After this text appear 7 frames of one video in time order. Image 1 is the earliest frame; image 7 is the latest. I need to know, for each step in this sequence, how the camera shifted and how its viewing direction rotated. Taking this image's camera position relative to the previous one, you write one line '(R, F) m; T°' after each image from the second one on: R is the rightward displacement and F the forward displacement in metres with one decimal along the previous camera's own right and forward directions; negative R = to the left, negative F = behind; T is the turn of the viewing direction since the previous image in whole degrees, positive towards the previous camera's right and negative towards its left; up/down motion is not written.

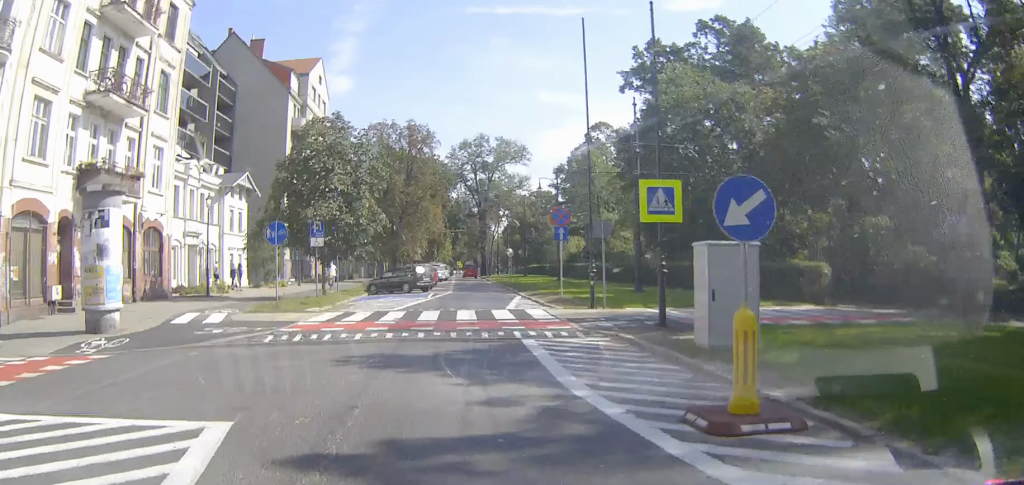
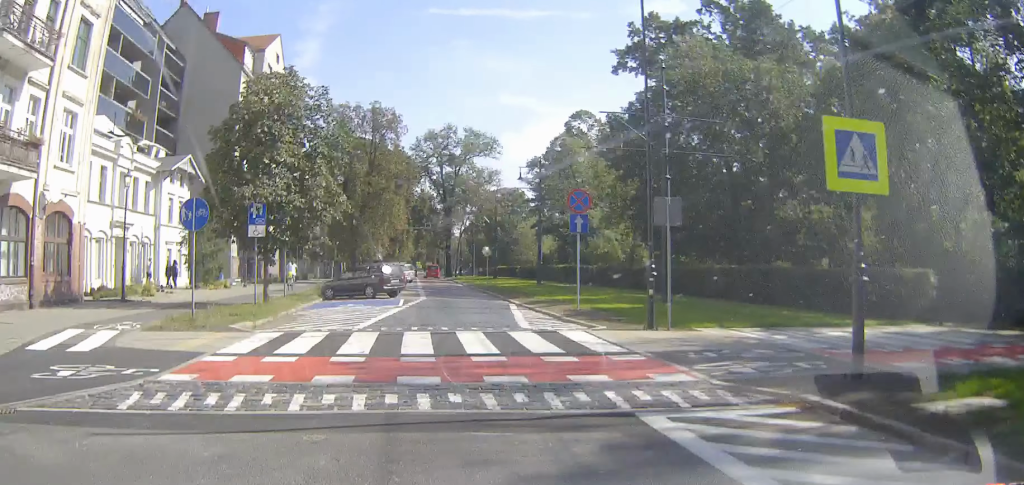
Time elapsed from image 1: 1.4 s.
(+0.1, +7.8) m; +1°
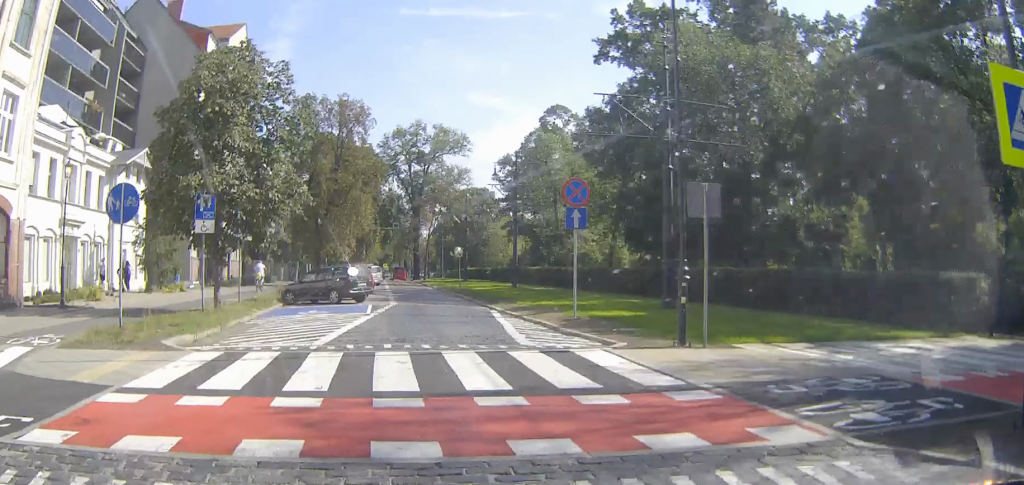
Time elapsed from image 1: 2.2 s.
(0.0, +4.2) m; 0°
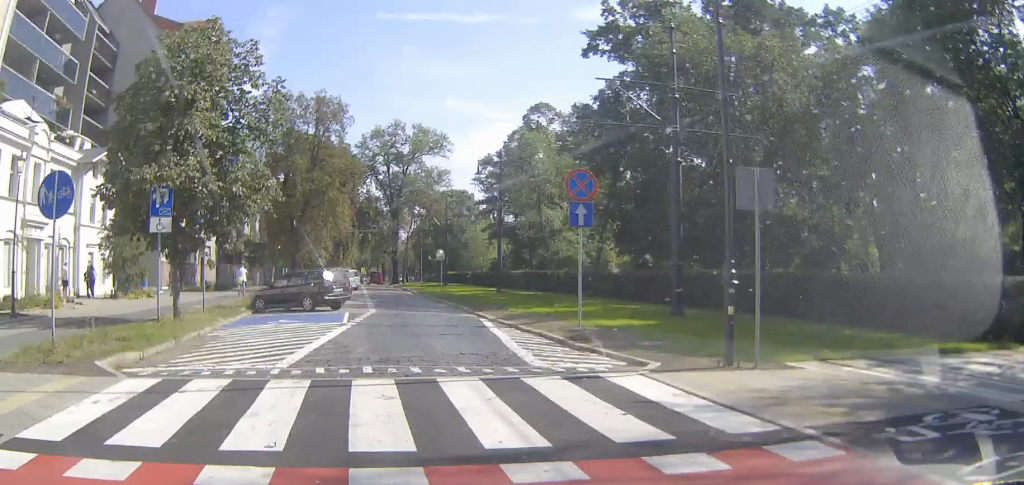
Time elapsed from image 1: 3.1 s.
(0.0, +3.2) m; 0°
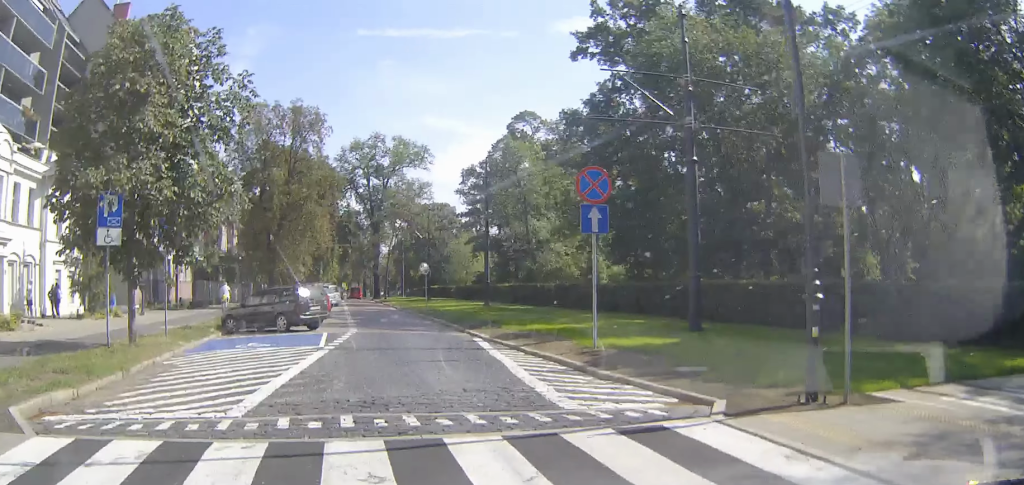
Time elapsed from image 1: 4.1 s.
(0.0, +3.2) m; +1°
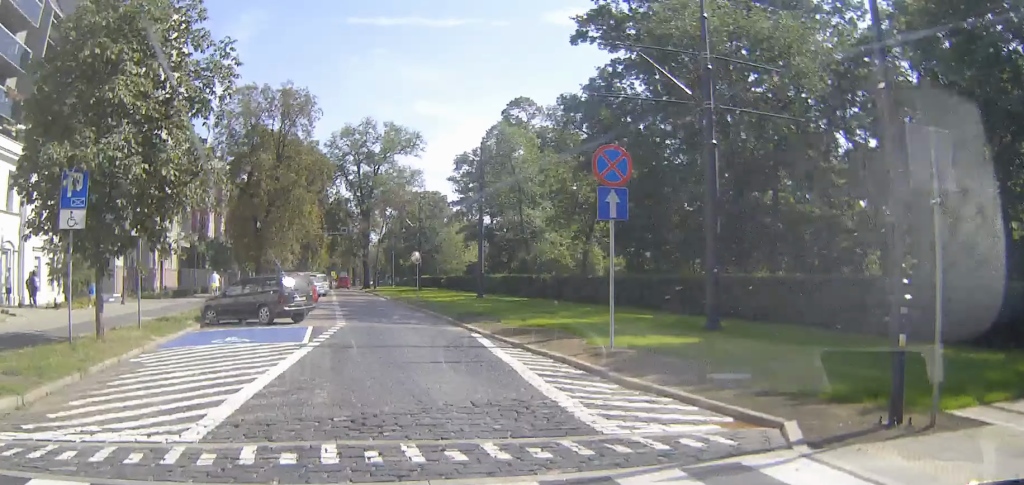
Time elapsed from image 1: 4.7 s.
(0.0, +1.9) m; +2°
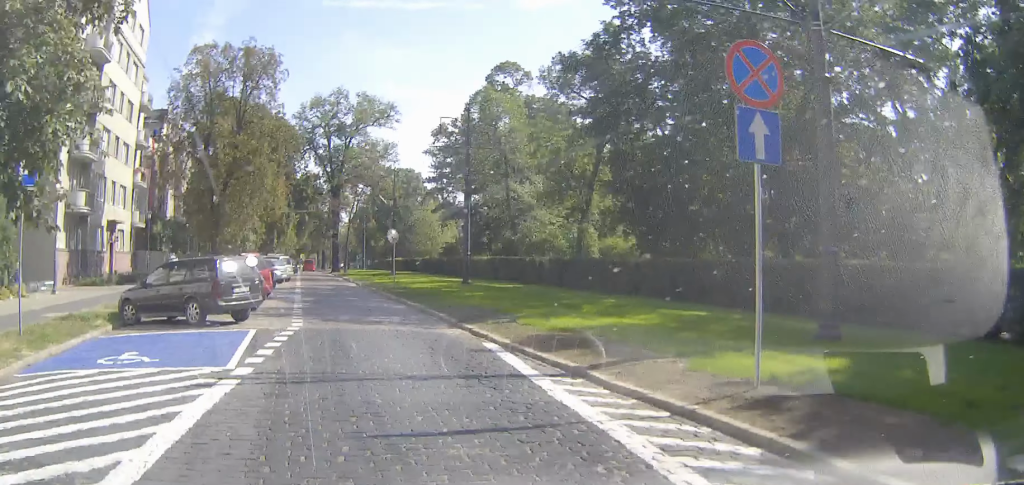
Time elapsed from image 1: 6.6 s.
(+0.3, +6.2) m; +4°
